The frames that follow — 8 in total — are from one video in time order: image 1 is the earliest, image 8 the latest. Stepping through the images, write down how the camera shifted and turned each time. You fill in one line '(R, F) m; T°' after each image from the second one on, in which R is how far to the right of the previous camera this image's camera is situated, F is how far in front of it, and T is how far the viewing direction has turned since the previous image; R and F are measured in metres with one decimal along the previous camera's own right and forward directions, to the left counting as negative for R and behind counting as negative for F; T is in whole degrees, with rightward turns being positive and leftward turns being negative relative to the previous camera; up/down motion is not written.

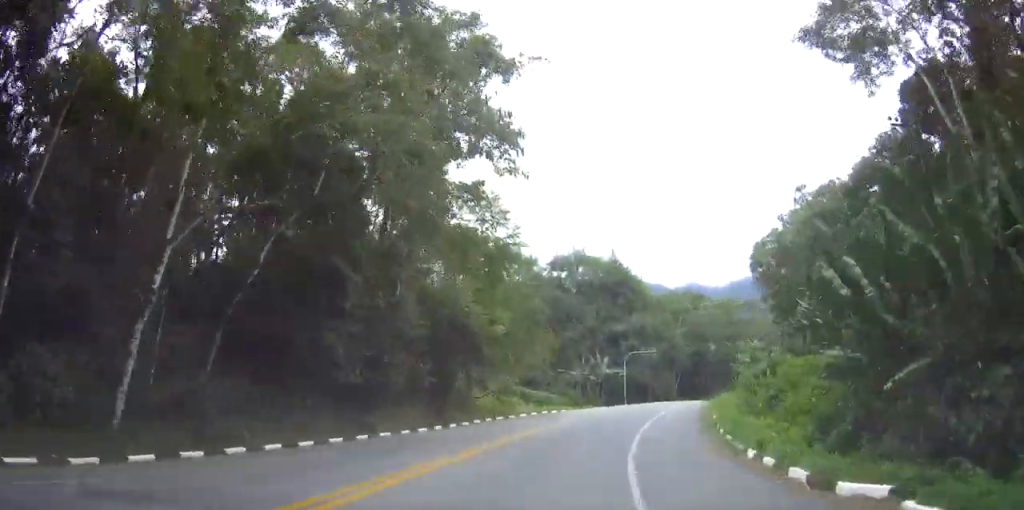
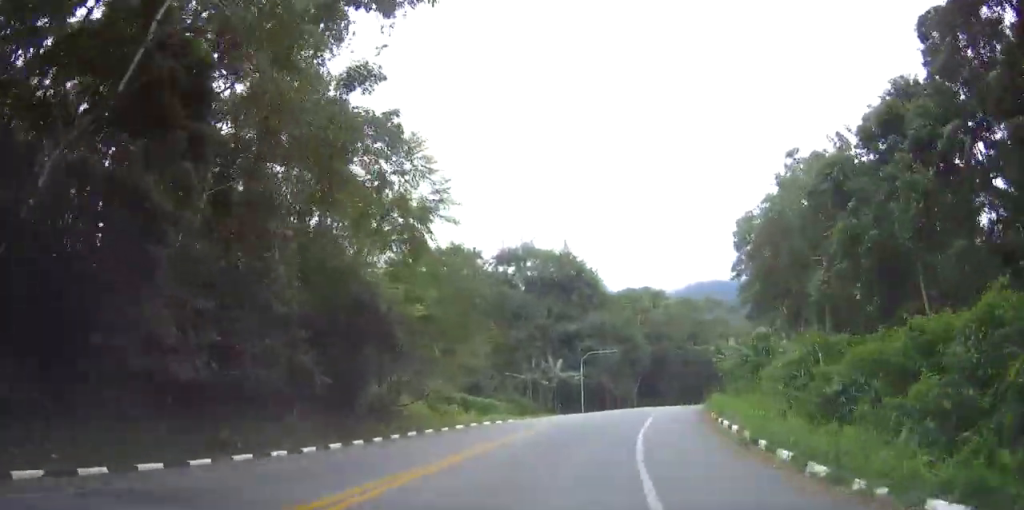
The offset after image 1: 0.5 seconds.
(-0.2, +8.7) m; +4°
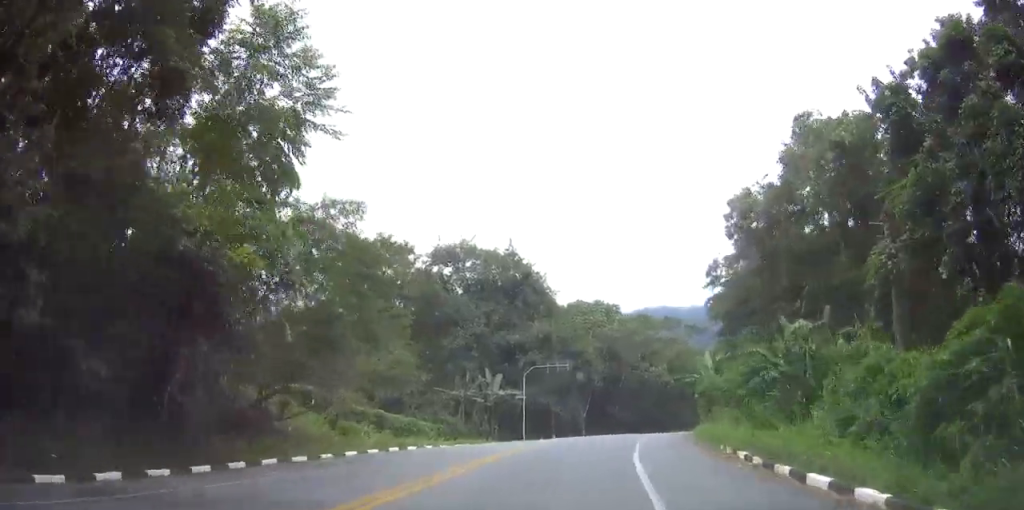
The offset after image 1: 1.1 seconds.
(+0.3, +10.1) m; +6°
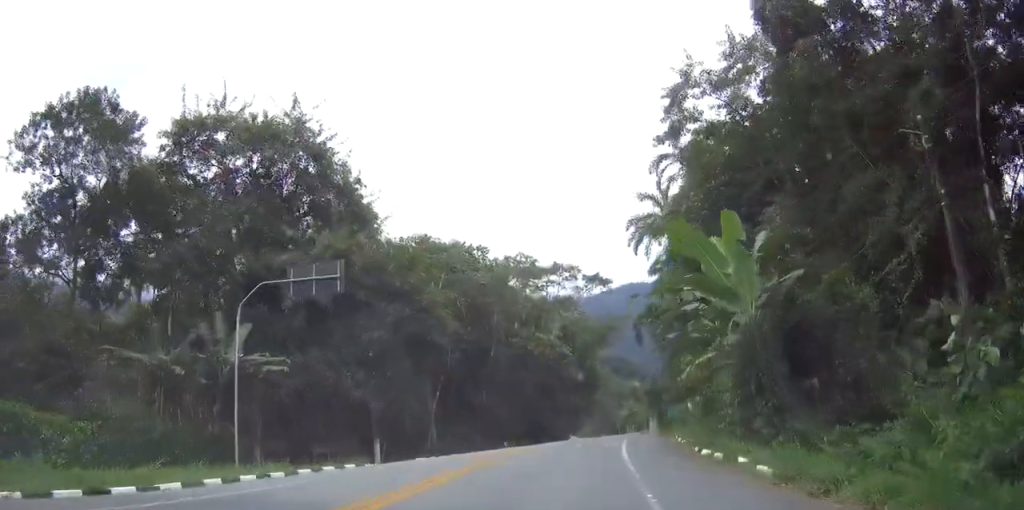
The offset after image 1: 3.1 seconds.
(+6.1, +31.4) m; +17°
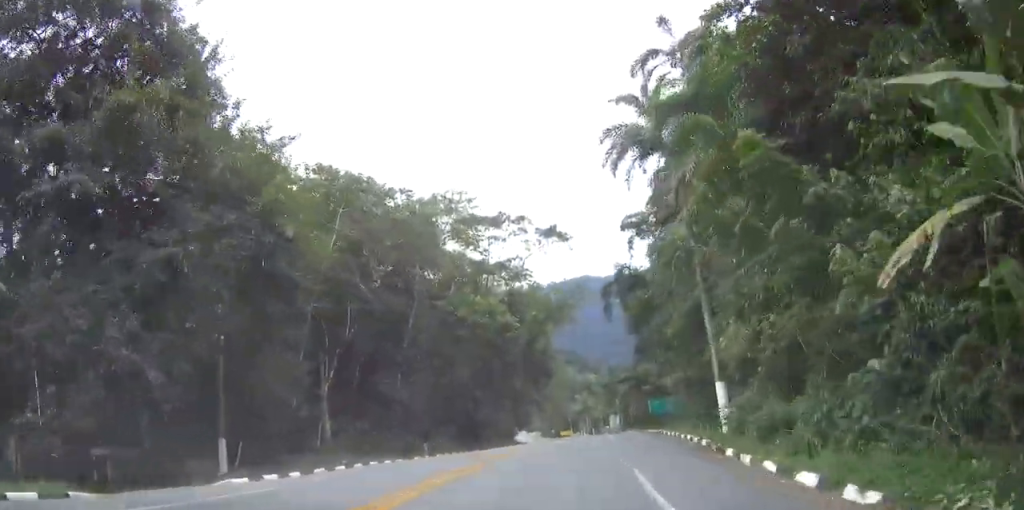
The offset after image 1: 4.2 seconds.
(+0.6, +16.7) m; +3°
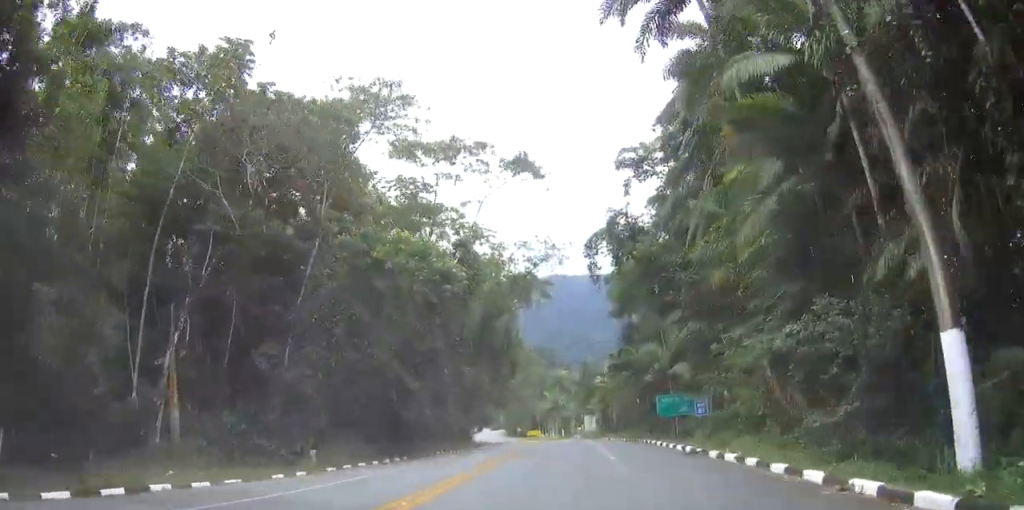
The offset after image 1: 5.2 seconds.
(+0.2, +15.9) m; +1°
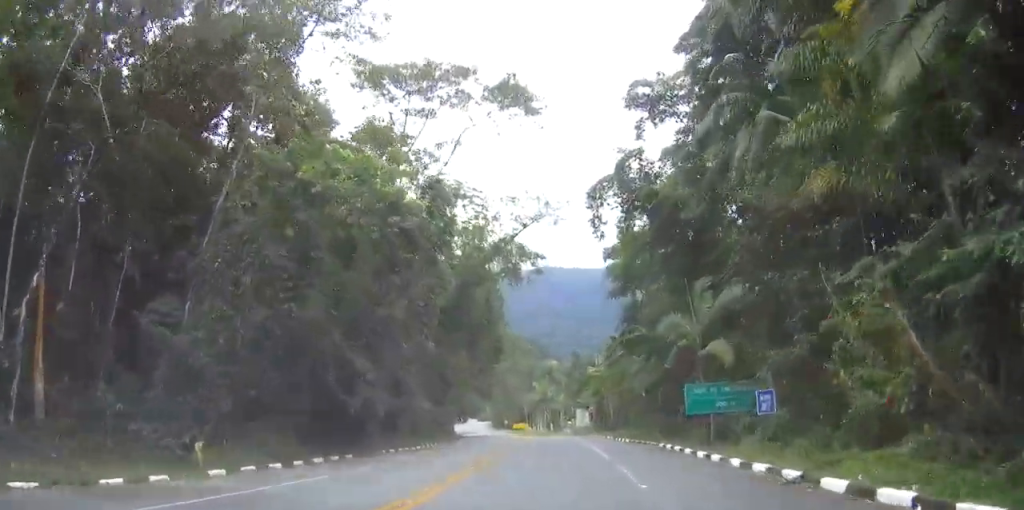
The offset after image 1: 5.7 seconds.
(+0.1, +9.1) m; +1°
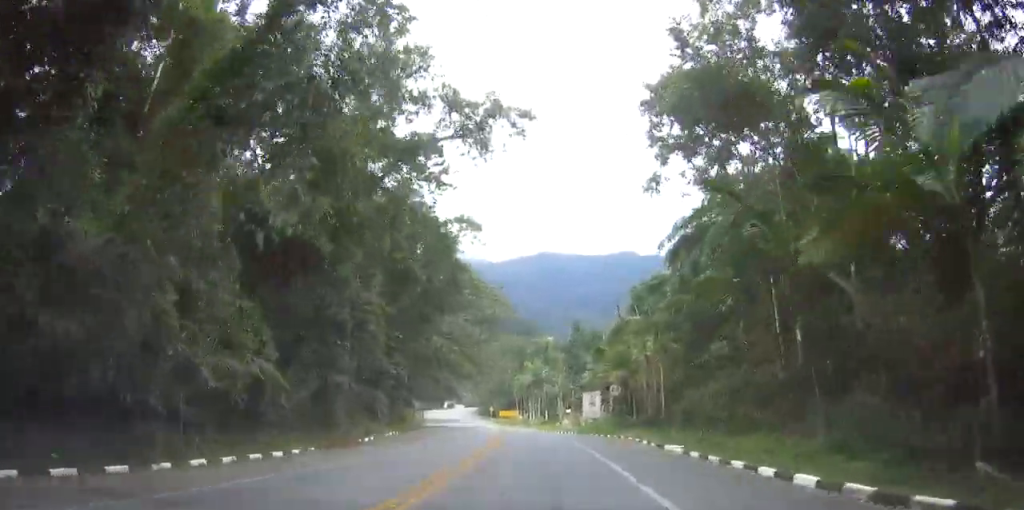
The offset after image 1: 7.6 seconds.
(-0.5, +30.3) m; -2°
